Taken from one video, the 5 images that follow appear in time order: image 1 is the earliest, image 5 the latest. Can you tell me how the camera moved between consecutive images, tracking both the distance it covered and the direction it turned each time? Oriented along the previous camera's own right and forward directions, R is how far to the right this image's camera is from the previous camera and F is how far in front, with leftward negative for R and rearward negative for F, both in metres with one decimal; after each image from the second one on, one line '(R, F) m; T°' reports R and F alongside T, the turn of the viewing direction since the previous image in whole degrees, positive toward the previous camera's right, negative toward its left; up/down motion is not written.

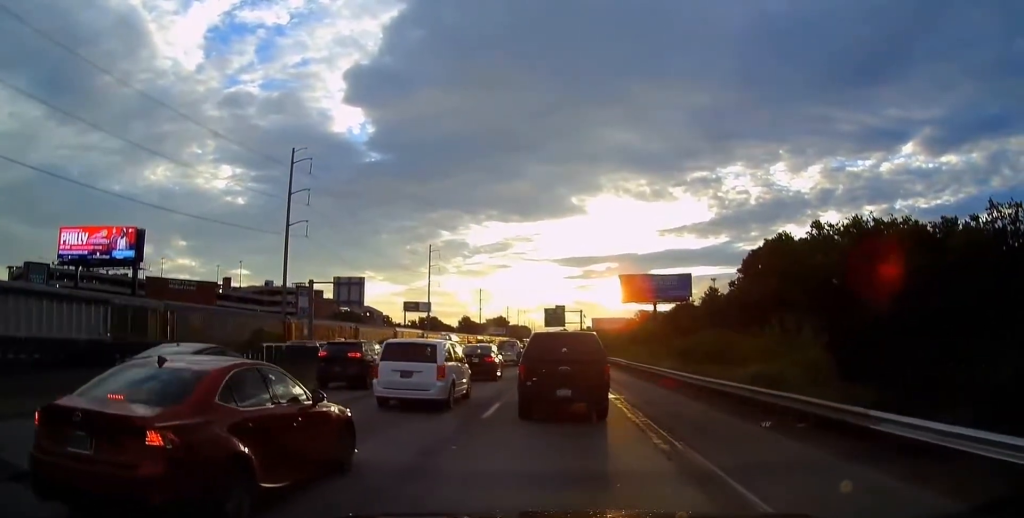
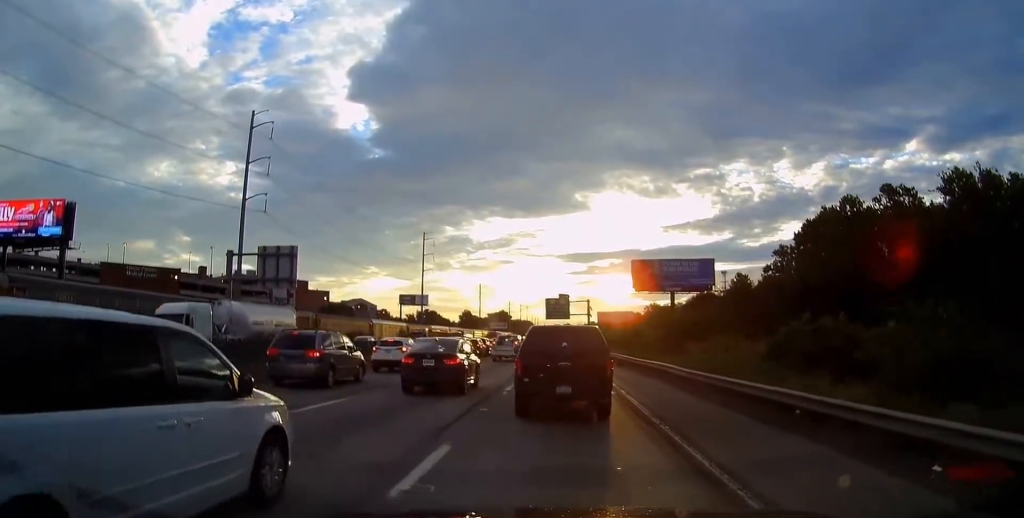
(+0.2, +20.8) m; -1°
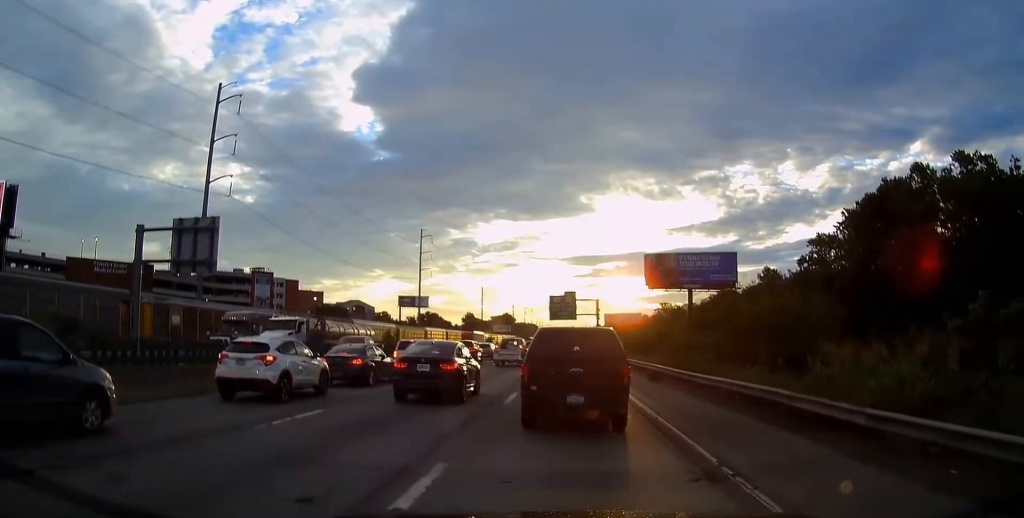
(+0.1, +14.7) m; +2°
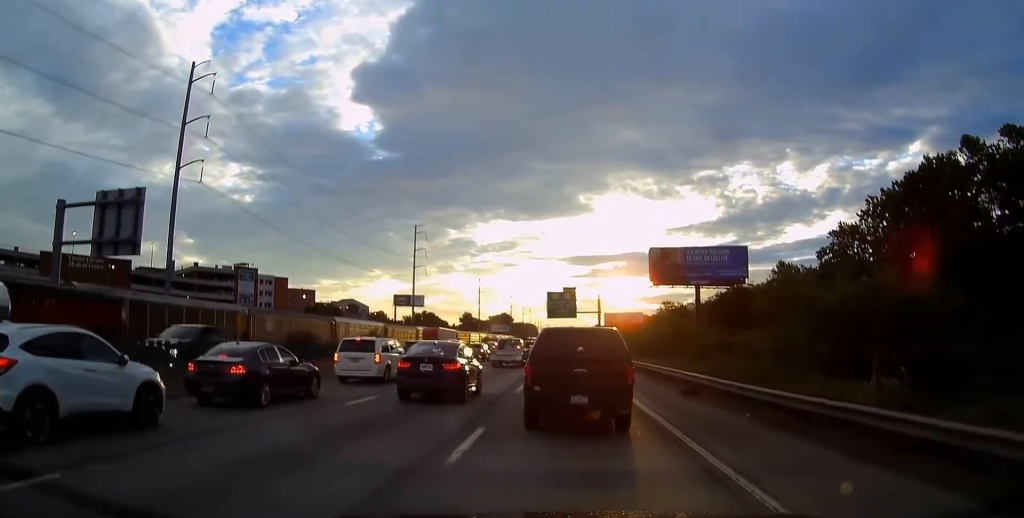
(0.0, +9.2) m; 0°
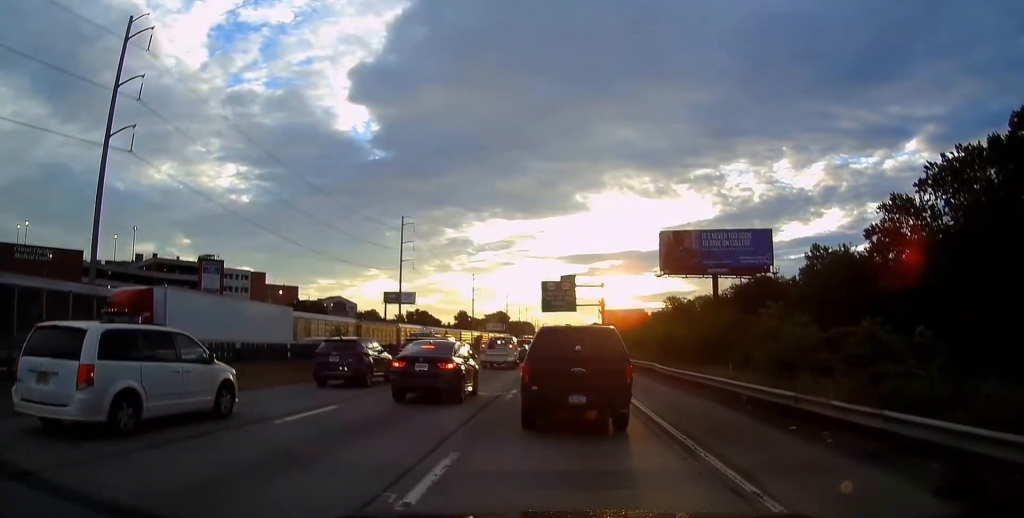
(-0.2, +14.3) m; -1°
